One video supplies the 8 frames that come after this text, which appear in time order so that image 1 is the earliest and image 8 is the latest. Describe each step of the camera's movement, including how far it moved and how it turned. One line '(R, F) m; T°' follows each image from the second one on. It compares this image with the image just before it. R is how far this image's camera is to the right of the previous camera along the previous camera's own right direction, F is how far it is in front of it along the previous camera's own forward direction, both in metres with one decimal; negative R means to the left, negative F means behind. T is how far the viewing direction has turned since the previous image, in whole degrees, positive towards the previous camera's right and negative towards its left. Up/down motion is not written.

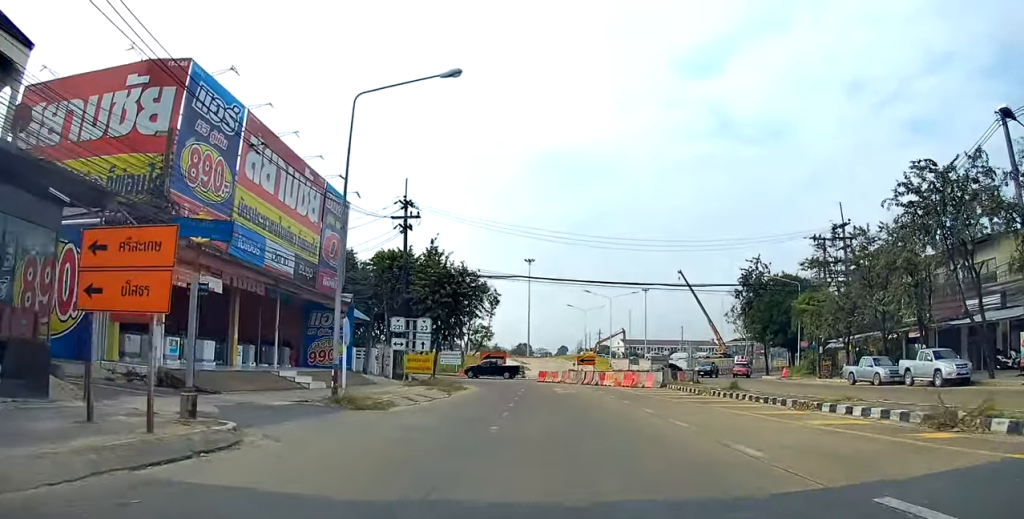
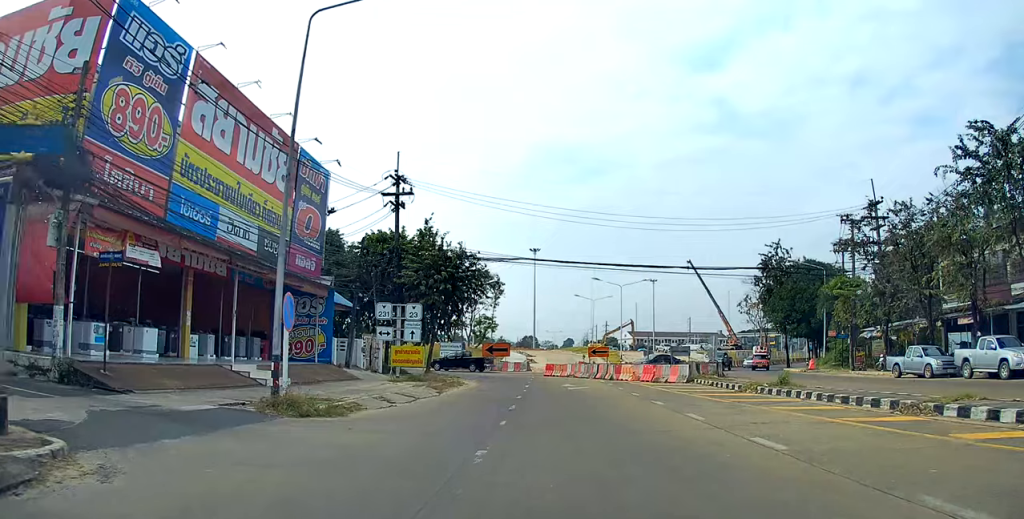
(+0.2, +4.5) m; +2°
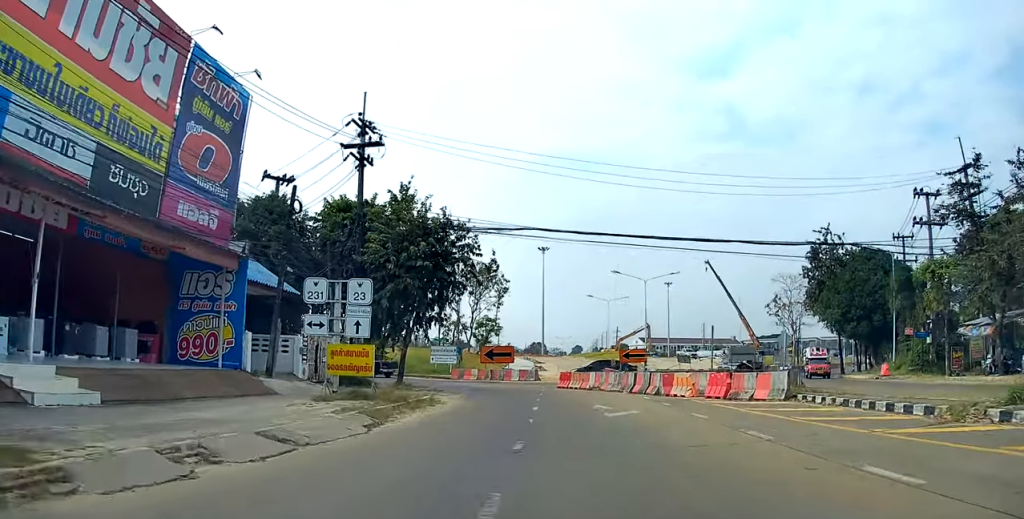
(+0.4, +10.0) m; +1°
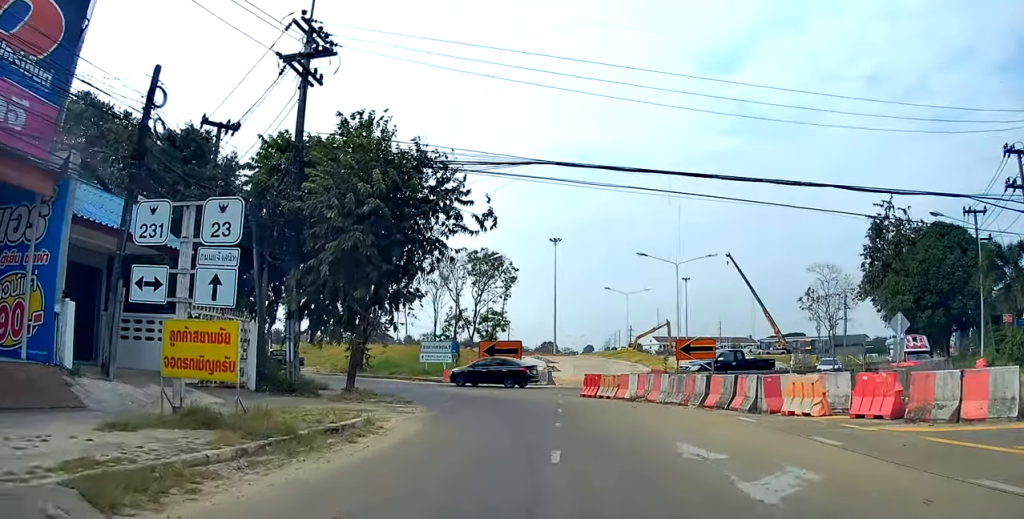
(-0.3, +9.0) m; -3°
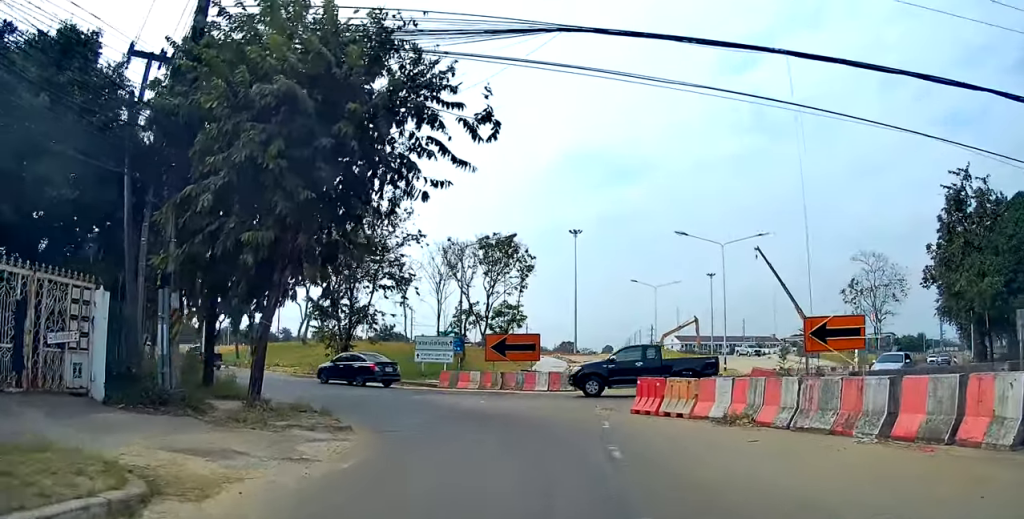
(-0.2, +7.7) m; -6°
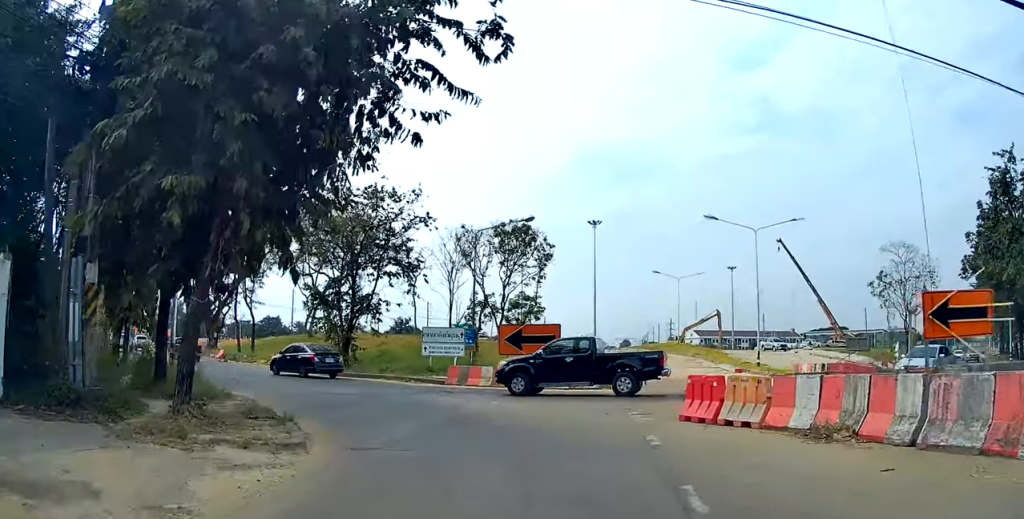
(-0.2, +3.0) m; -3°
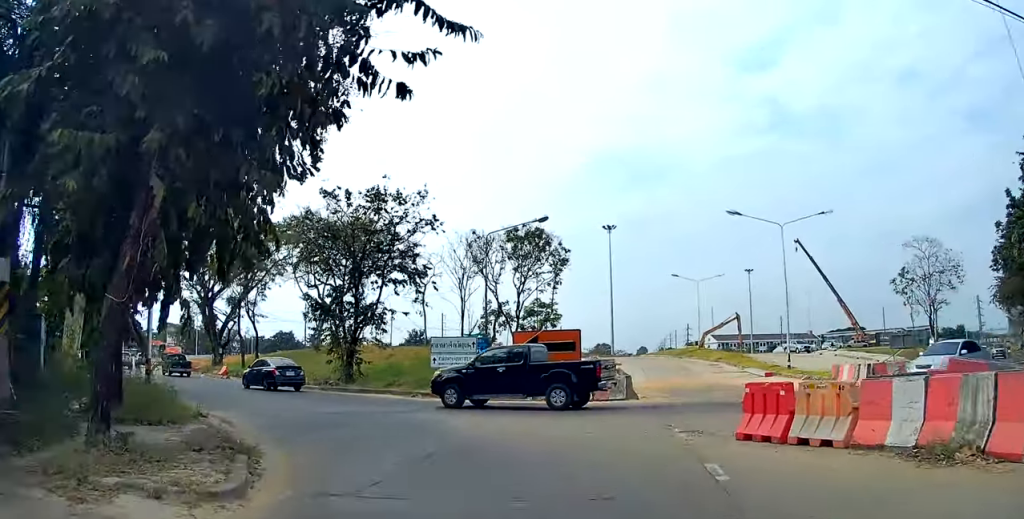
(-0.1, +2.4) m; -3°
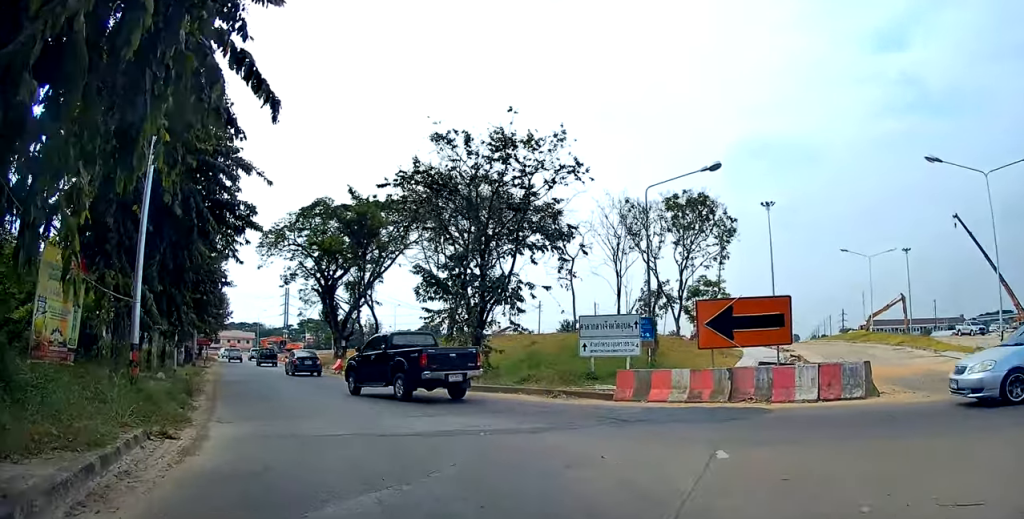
(-0.6, +7.3) m; -11°
